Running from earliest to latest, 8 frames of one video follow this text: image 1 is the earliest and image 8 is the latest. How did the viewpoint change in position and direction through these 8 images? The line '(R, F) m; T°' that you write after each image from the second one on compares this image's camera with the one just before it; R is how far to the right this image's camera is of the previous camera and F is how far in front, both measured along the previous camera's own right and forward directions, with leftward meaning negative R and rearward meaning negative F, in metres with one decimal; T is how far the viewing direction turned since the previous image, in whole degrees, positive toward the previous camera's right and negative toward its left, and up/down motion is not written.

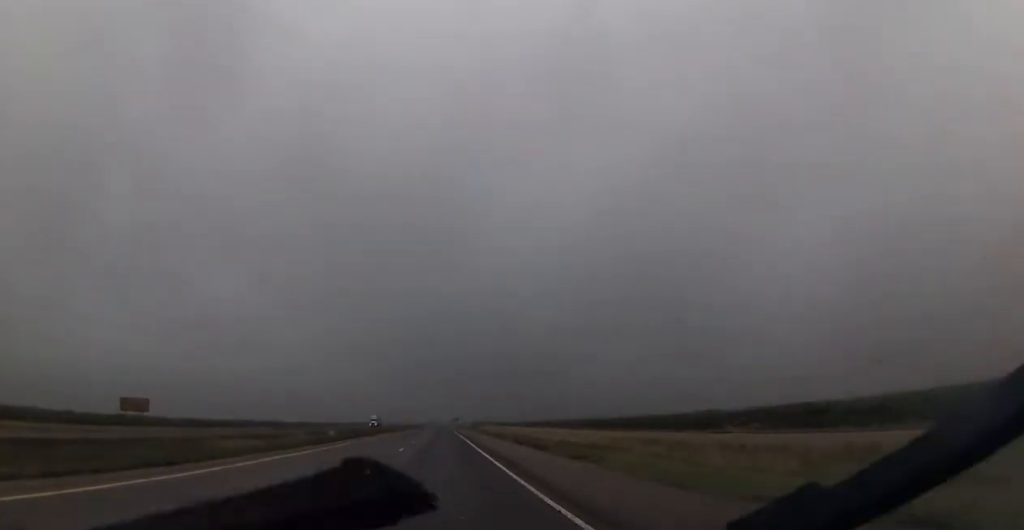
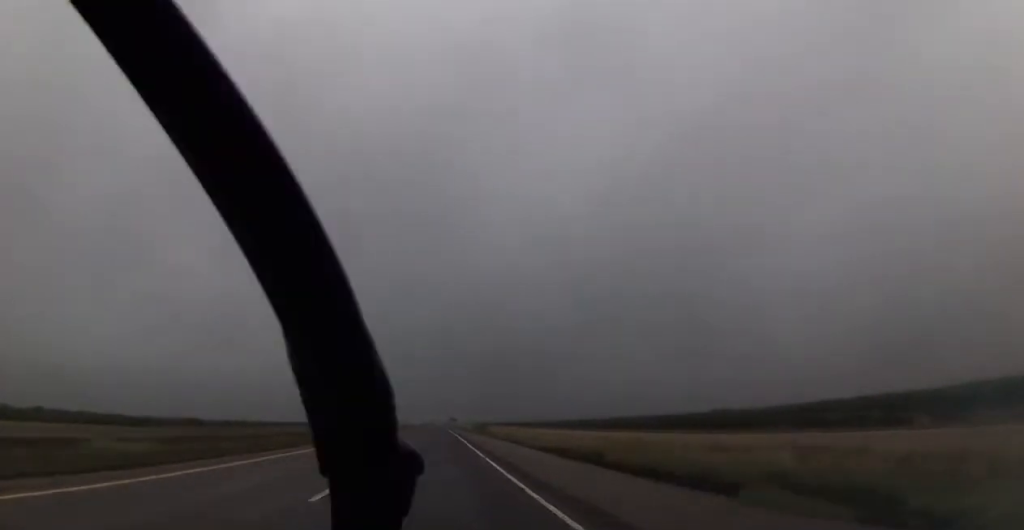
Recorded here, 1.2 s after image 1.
(-0.6, +44.7) m; 0°
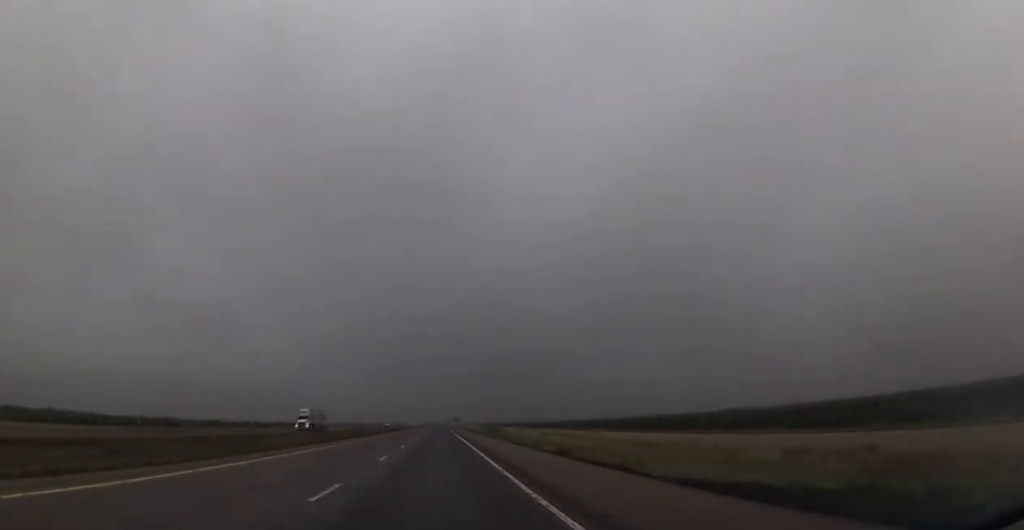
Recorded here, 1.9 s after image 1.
(+0.2, +24.2) m; +1°
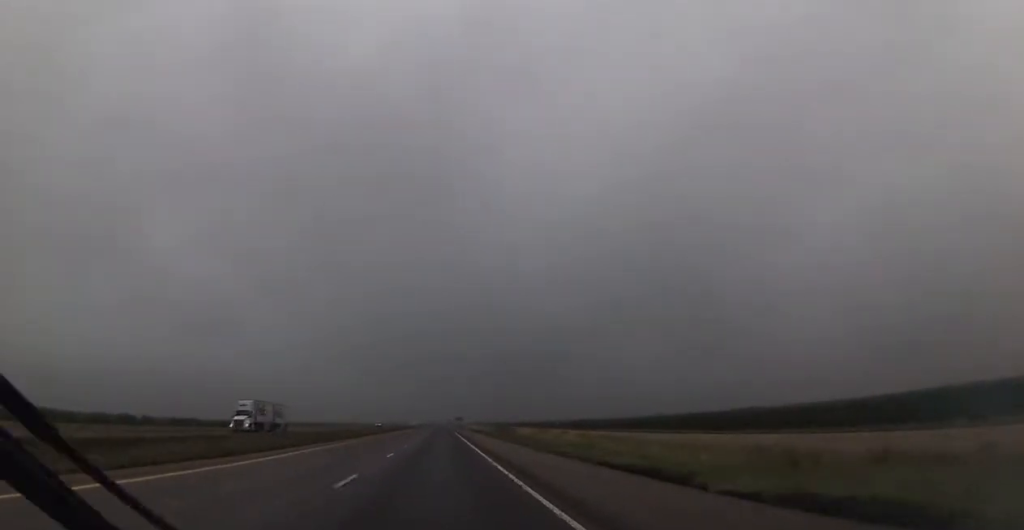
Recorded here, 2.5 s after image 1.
(+0.1, +21.8) m; 0°
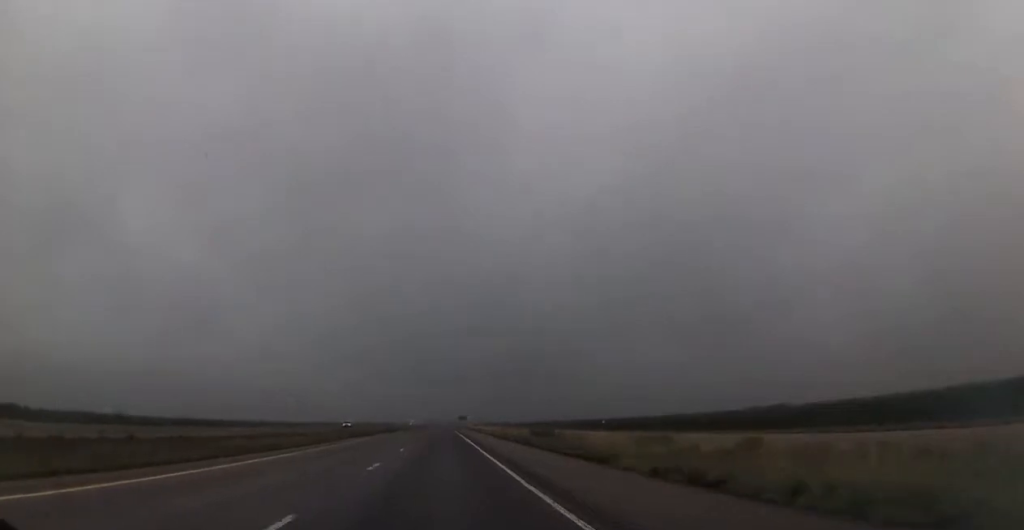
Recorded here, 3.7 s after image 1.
(-0.1, +43.5) m; 0°
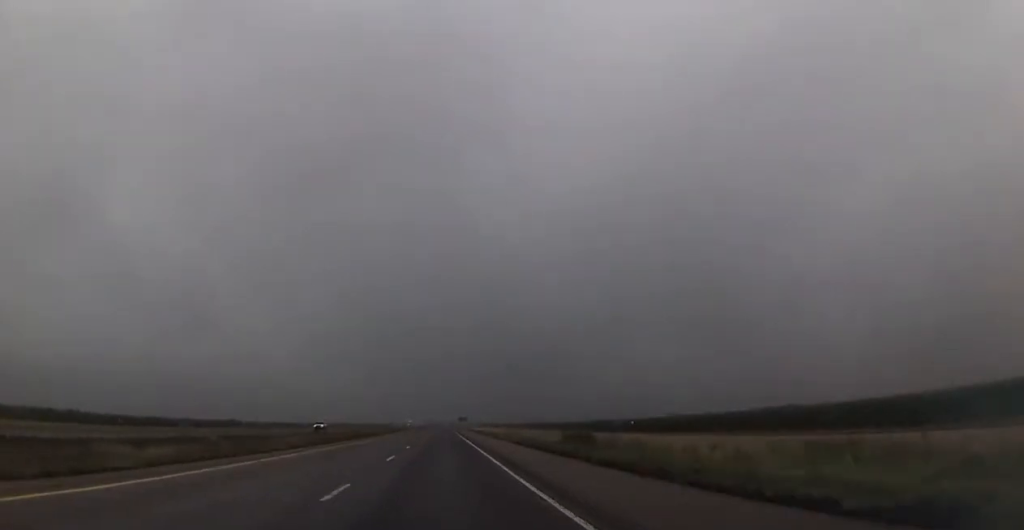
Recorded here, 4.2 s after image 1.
(0.0, +19.3) m; 0°
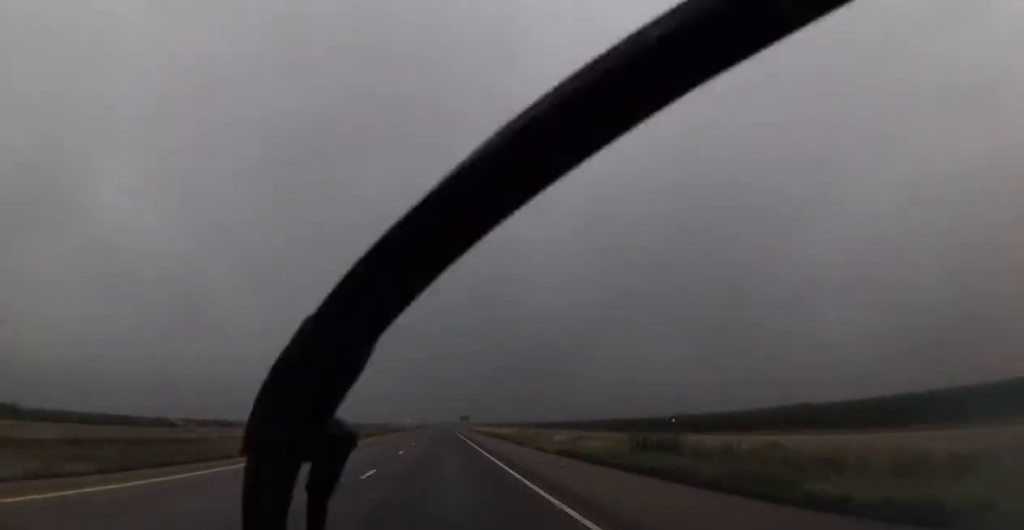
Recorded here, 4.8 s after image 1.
(+0.1, +19.3) m; 0°
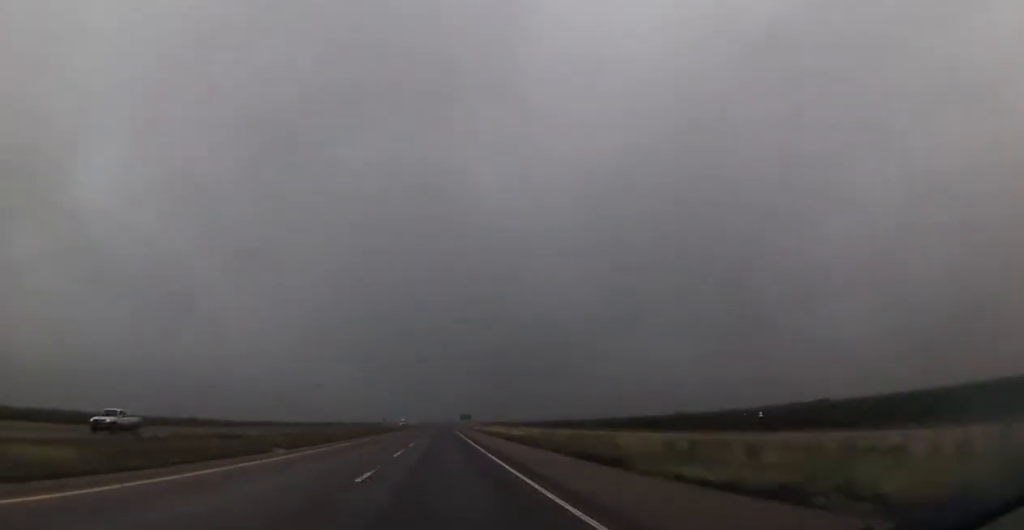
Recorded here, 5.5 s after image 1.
(-0.2, +25.4) m; 0°
